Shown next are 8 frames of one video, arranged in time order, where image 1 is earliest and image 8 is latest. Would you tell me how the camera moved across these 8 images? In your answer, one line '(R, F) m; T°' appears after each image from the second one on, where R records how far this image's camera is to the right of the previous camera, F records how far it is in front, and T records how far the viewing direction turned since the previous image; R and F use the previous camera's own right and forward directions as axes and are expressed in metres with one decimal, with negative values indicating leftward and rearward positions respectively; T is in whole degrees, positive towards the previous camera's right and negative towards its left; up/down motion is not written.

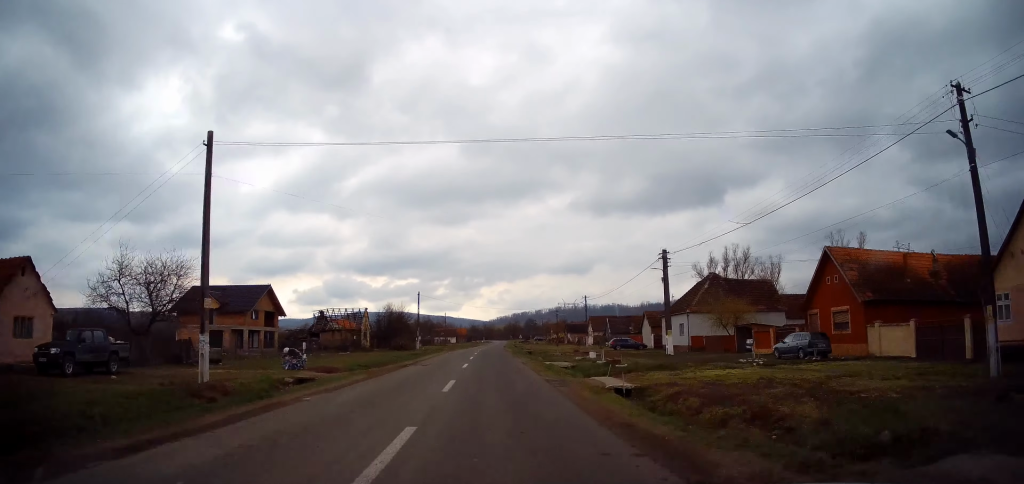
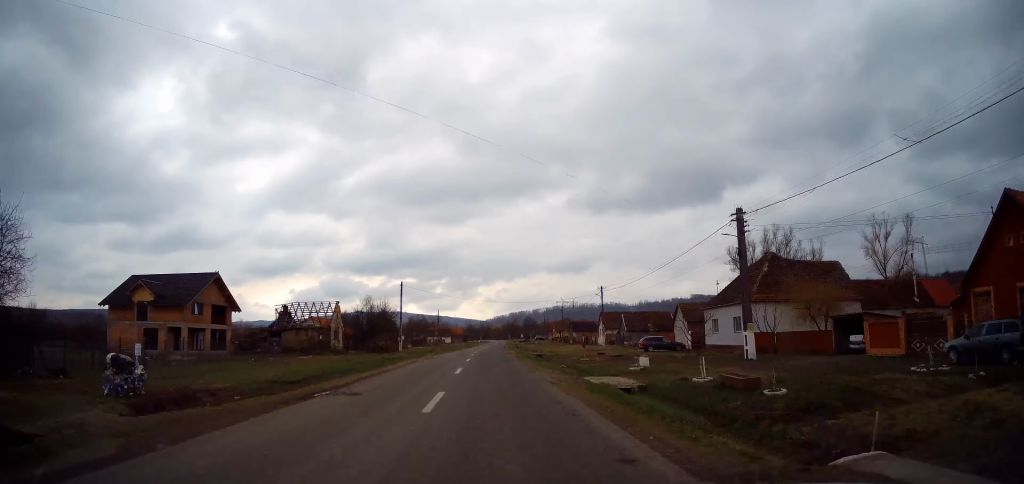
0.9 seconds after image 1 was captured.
(+0.1, +13.6) m; -1°
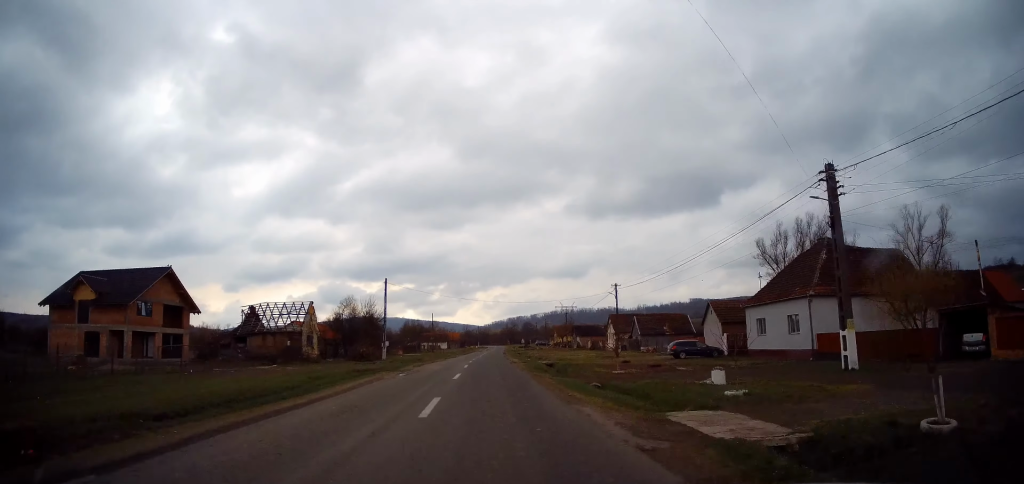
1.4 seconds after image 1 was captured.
(-0.1, +8.7) m; -1°
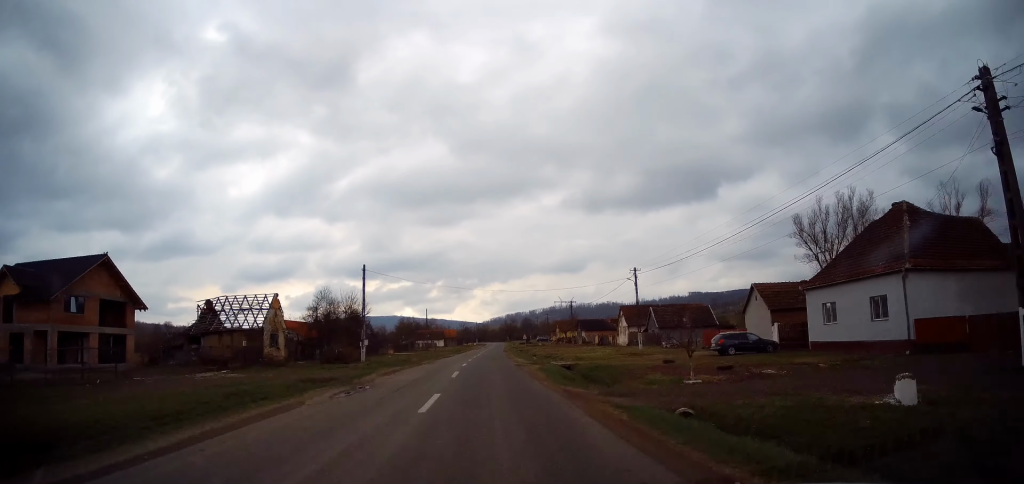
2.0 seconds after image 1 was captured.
(-0.1, +8.6) m; 0°
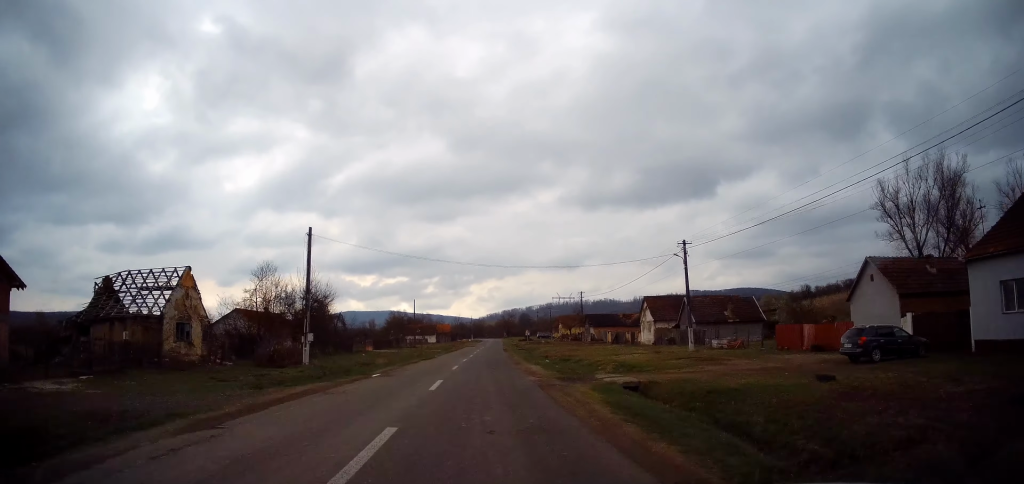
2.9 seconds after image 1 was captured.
(+0.1, +13.7) m; +1°
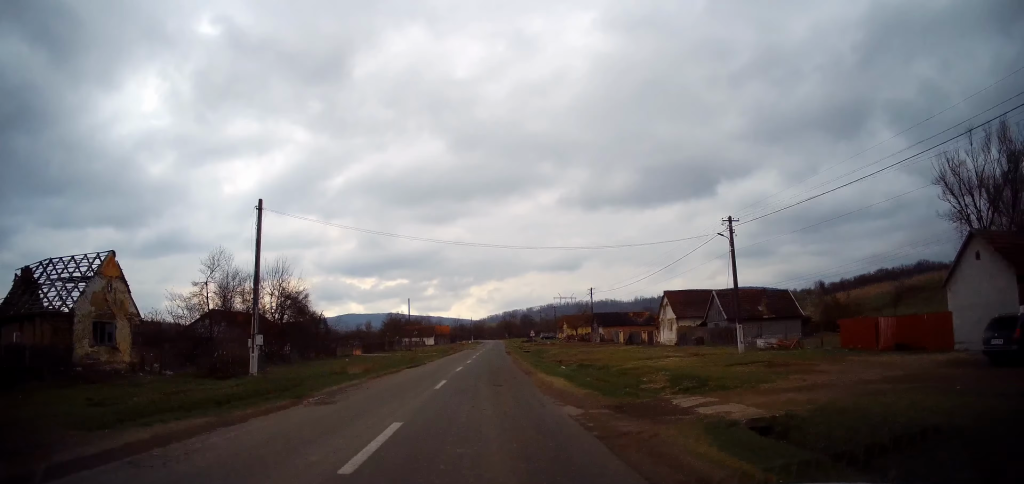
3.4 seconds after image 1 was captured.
(+0.1, +7.6) m; +1°
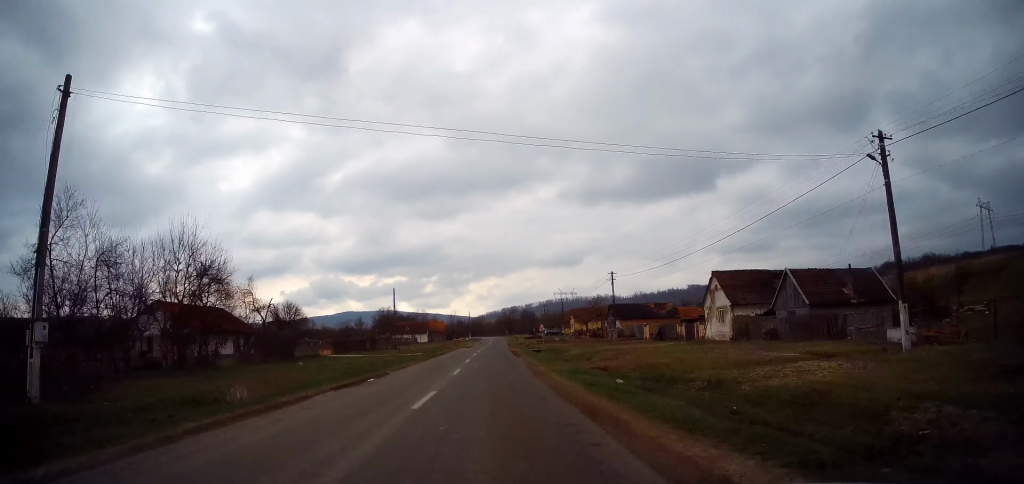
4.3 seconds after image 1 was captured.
(+0.1, +13.9) m; 0°
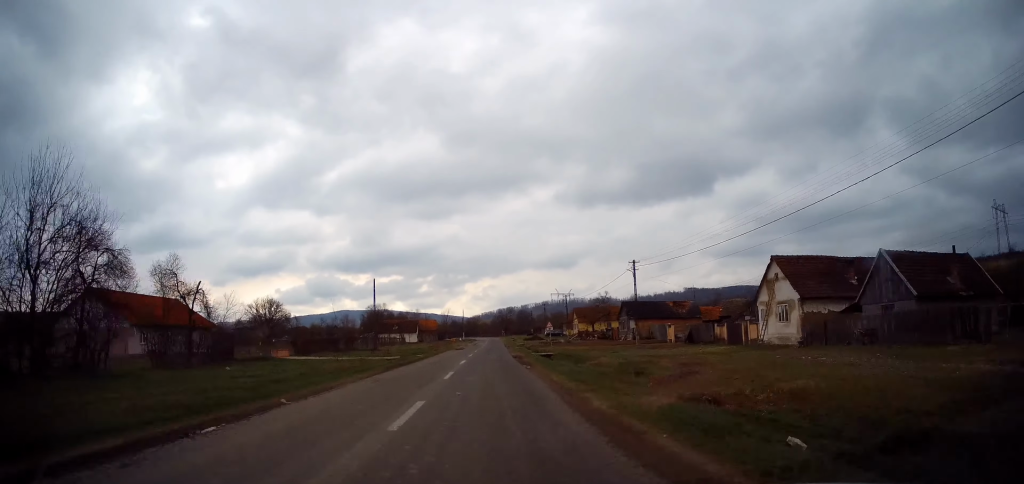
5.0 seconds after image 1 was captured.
(0.0, +11.3) m; 0°
